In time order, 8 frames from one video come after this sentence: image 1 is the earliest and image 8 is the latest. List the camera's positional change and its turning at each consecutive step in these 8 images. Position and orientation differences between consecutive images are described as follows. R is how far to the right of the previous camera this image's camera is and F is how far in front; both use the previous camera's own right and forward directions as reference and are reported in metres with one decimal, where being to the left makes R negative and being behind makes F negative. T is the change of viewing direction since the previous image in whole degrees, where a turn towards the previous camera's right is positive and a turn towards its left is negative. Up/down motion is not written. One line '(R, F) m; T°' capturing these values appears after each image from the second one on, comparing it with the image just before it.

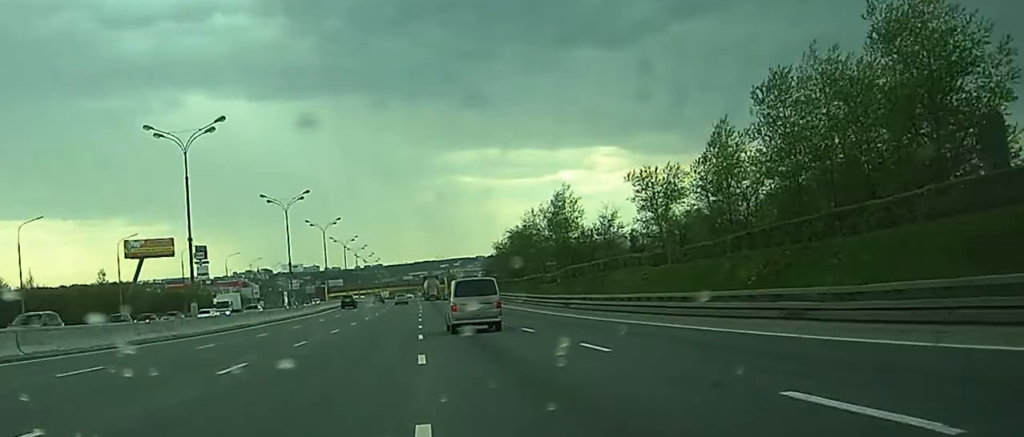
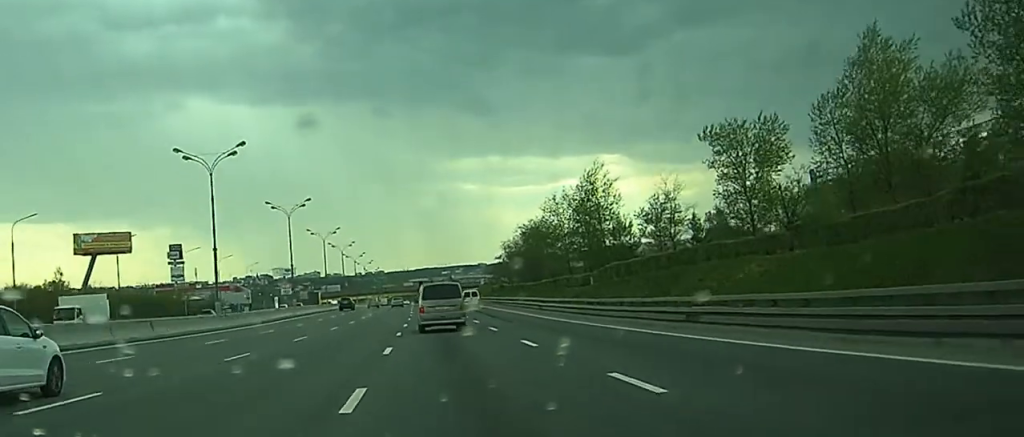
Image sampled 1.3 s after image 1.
(+0.1, +30.5) m; 0°
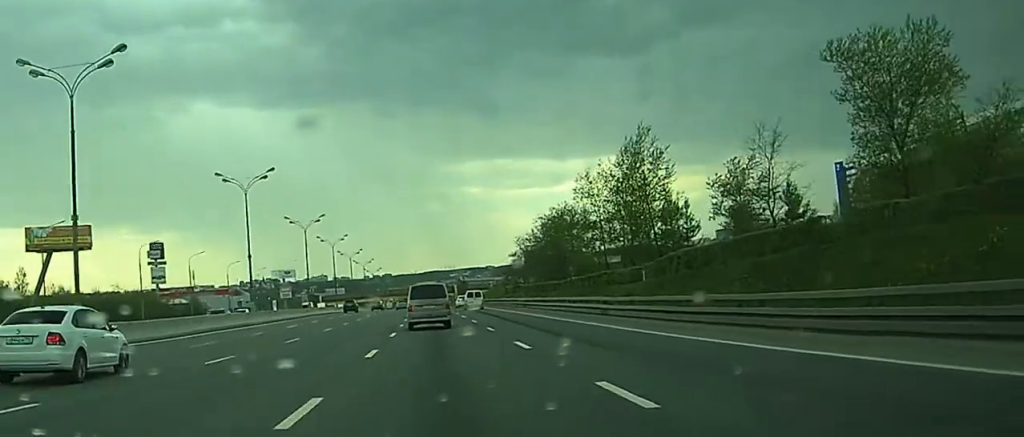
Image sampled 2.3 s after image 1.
(-0.1, +24.3) m; 0°
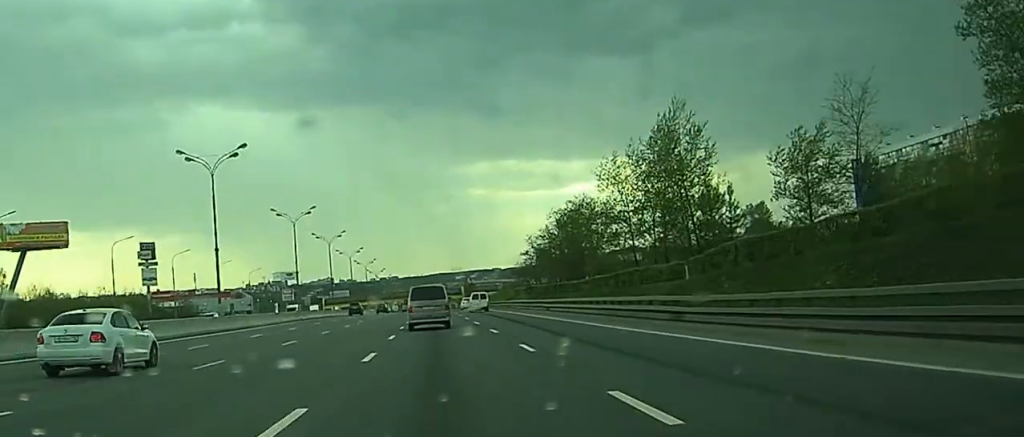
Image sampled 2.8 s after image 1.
(0.0, +13.9) m; 0°
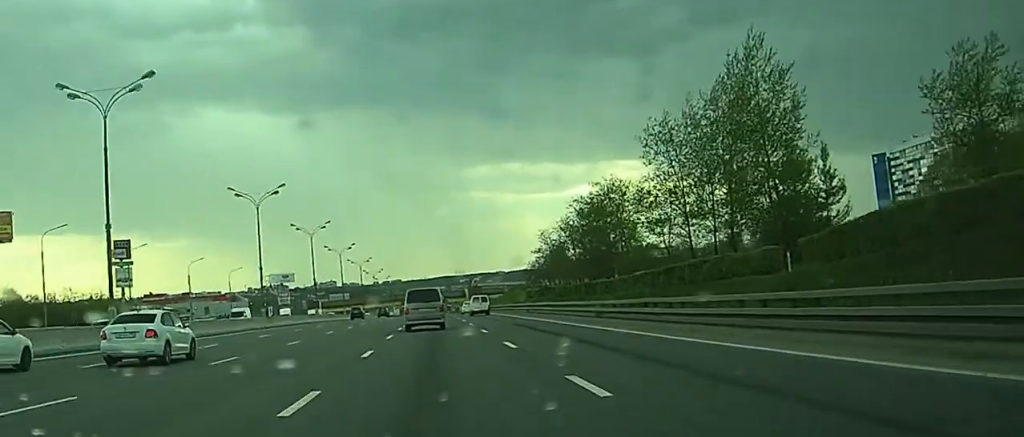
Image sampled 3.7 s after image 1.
(-0.1, +23.9) m; 0°
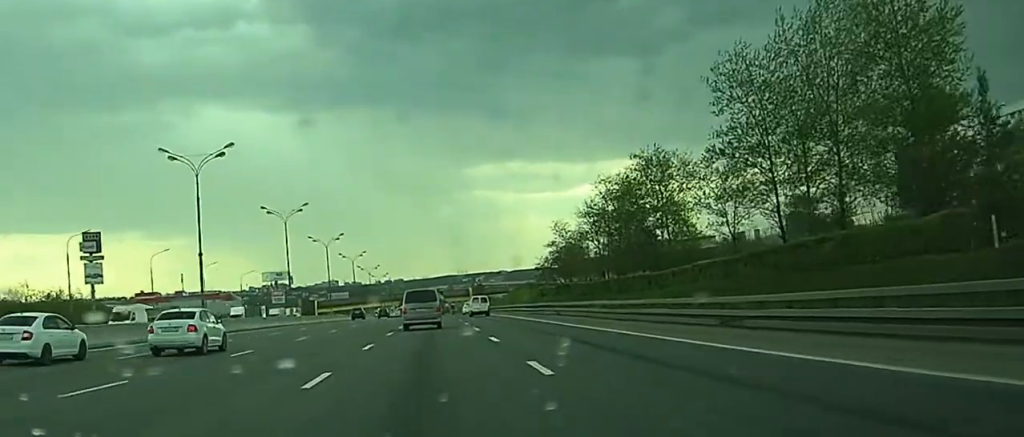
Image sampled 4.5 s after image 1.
(-0.1, +22.6) m; 0°
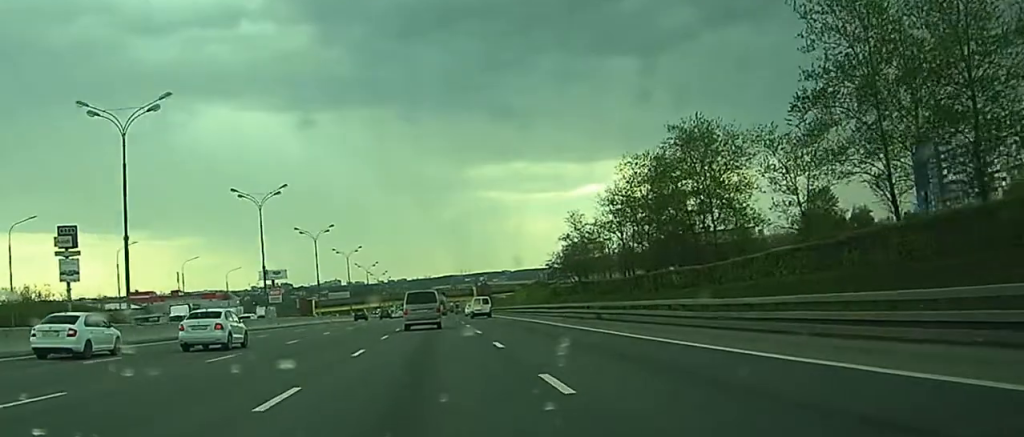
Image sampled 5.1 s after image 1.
(0.0, +15.4) m; 0°
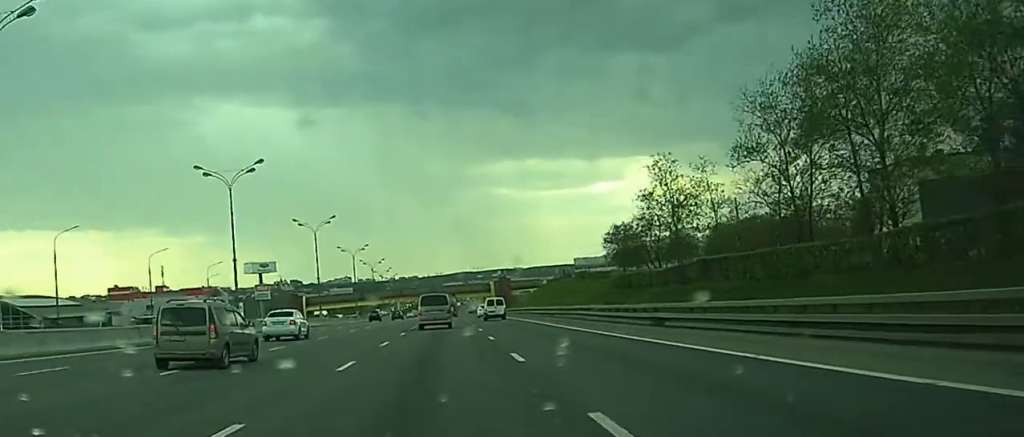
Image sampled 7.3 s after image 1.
(-0.2, +52.2) m; -1°
